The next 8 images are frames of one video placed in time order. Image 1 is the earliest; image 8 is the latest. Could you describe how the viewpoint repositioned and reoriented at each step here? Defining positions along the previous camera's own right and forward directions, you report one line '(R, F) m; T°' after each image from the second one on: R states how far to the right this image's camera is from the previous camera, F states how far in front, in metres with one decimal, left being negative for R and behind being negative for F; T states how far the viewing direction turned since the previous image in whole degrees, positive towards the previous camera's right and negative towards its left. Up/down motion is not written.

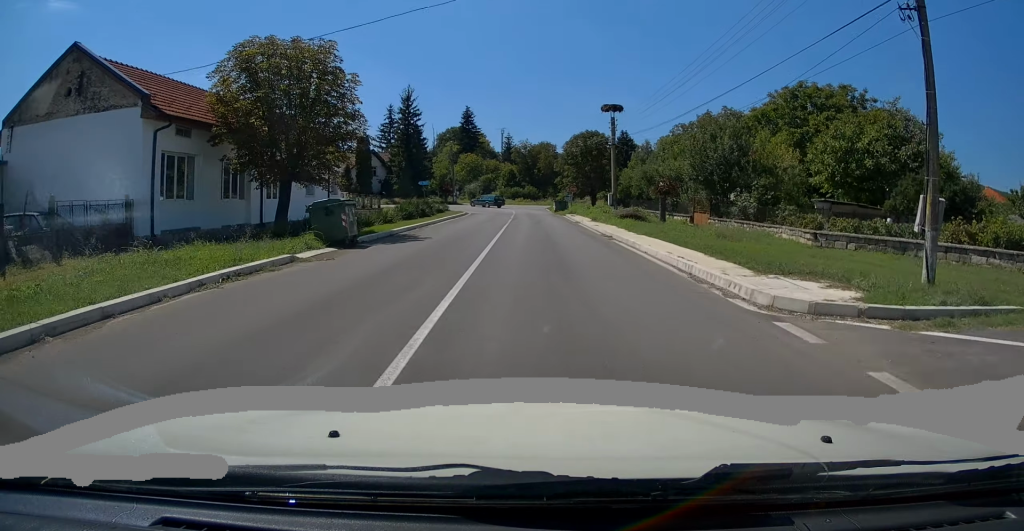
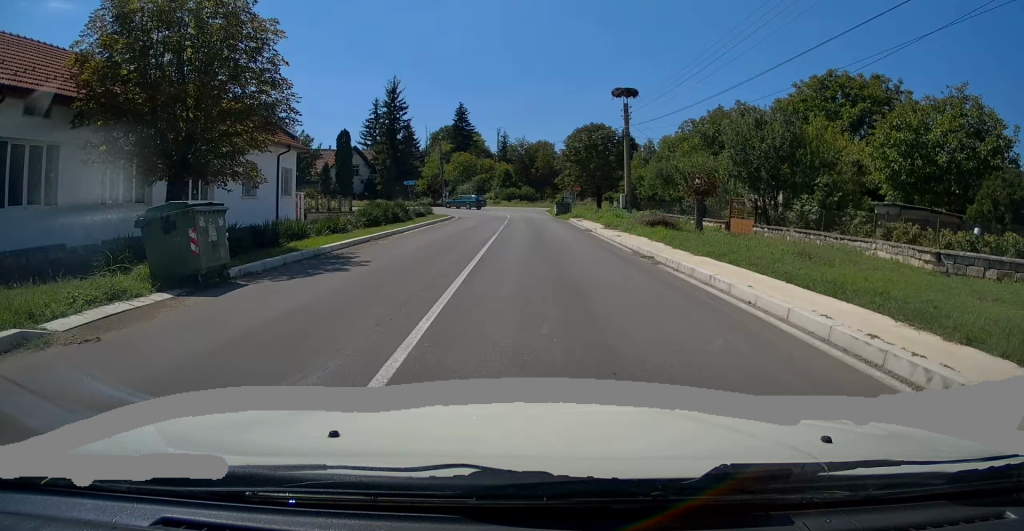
(+0.1, +7.3) m; 0°
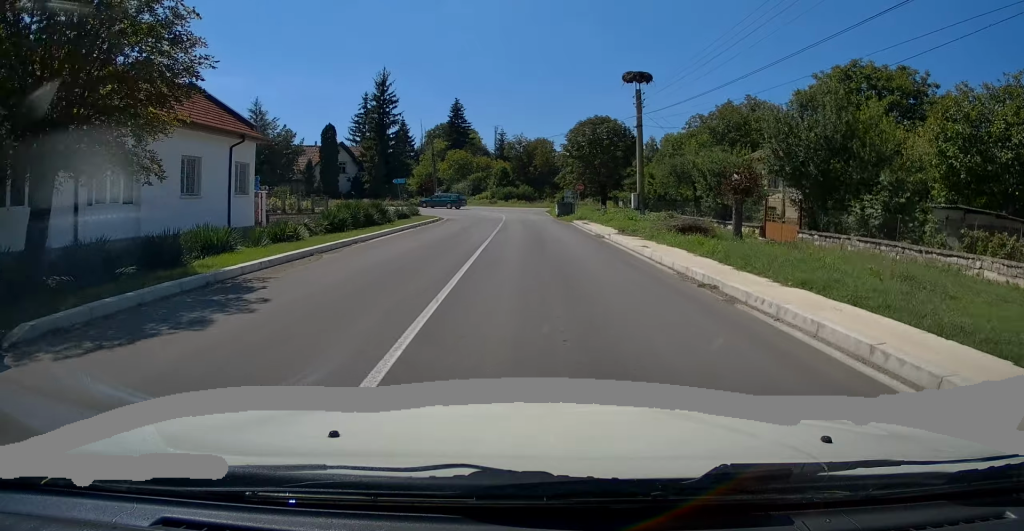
(-0.2, +4.8) m; 0°
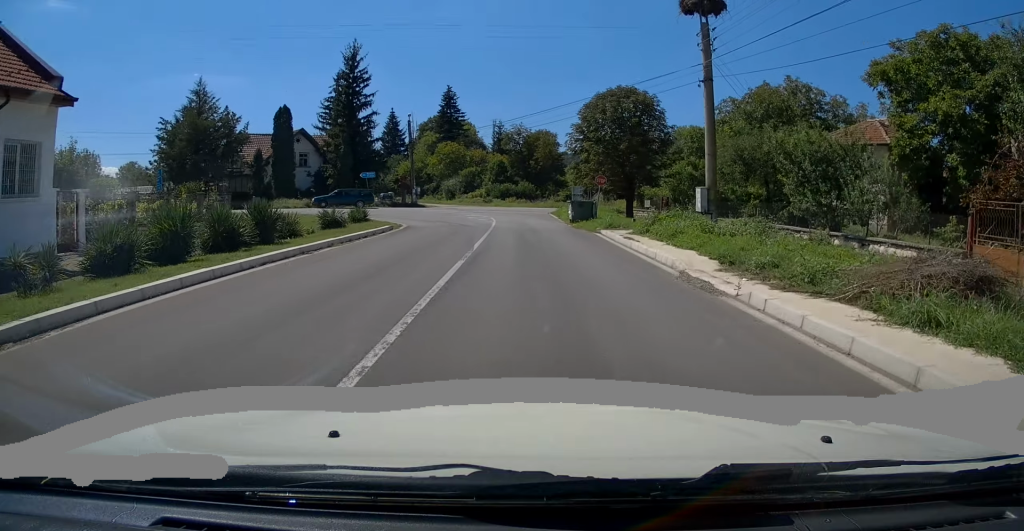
(+0.2, +12.8) m; +1°
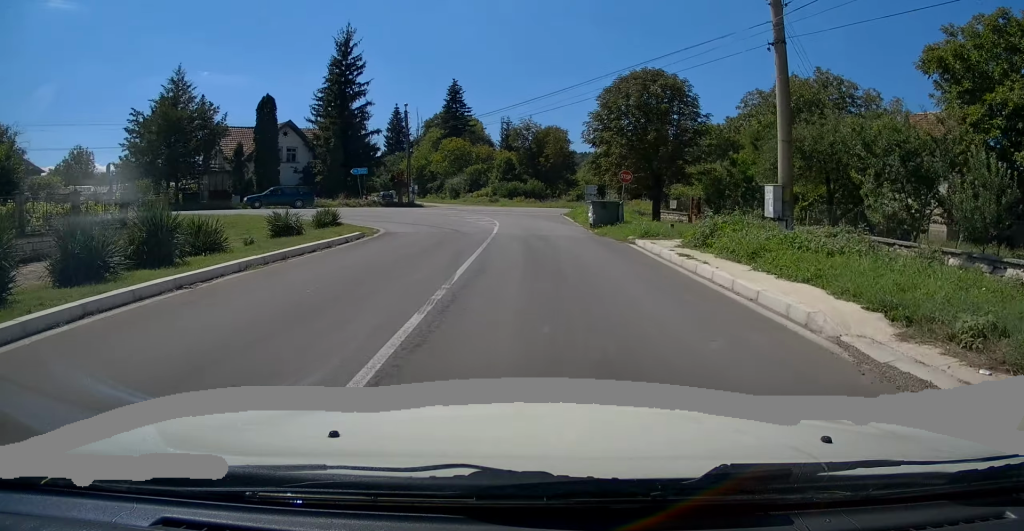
(-0.1, +5.2) m; -1°
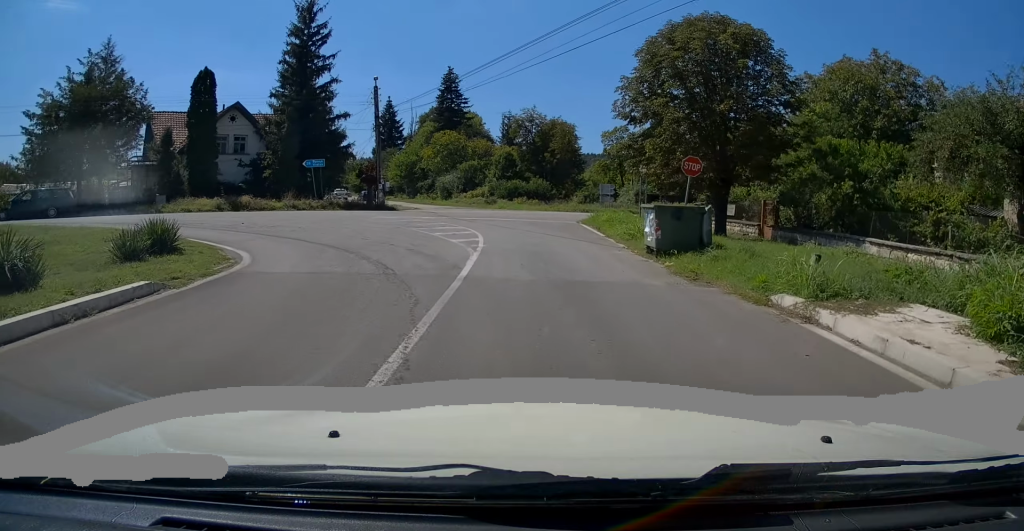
(-0.2, +11.0) m; -1°
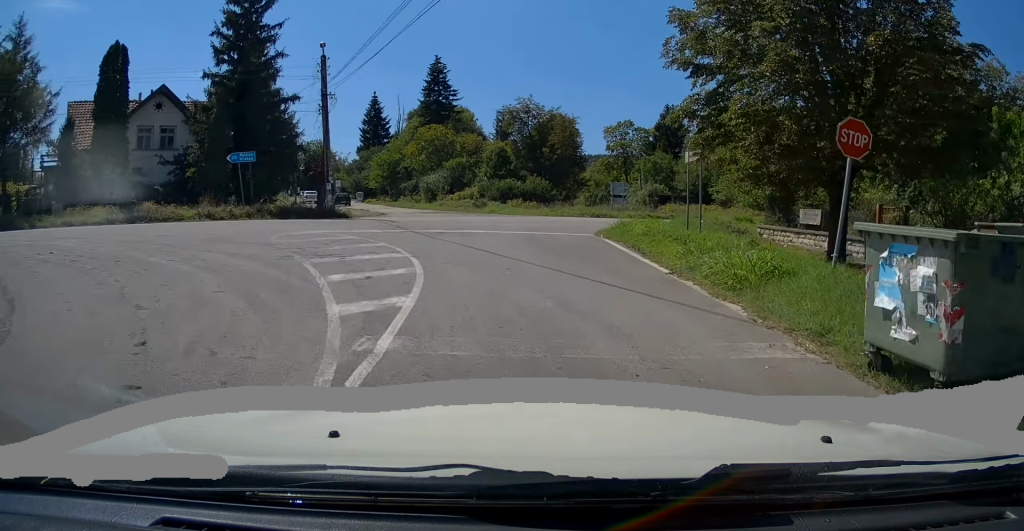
(+0.2, +9.1) m; +3°
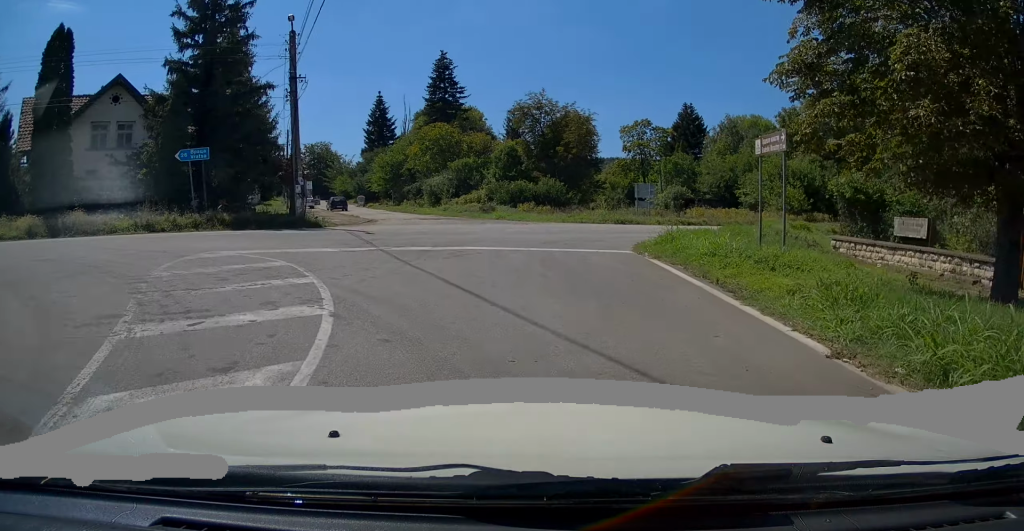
(+0.3, +5.3) m; -3°
